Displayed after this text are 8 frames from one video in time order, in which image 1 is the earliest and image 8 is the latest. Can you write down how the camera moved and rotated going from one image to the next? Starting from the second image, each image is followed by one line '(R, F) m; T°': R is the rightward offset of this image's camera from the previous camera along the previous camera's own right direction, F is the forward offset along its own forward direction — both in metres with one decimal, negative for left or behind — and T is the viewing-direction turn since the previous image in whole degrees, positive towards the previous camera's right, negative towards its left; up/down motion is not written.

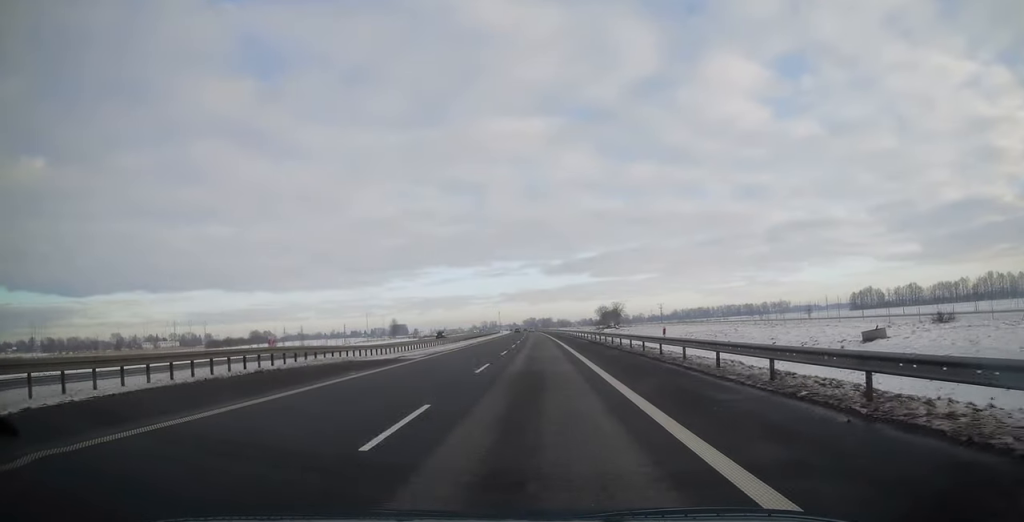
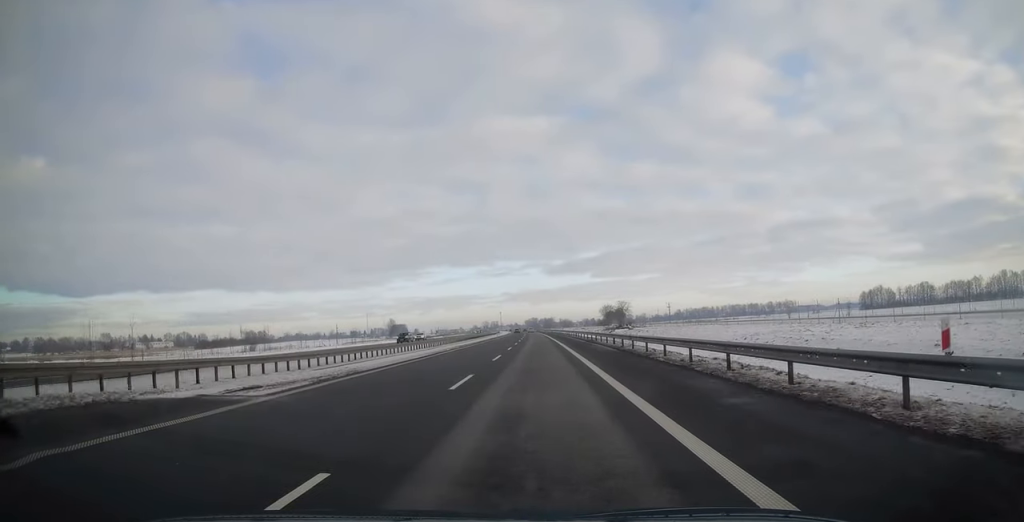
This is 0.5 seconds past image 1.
(0.0, +16.9) m; 0°
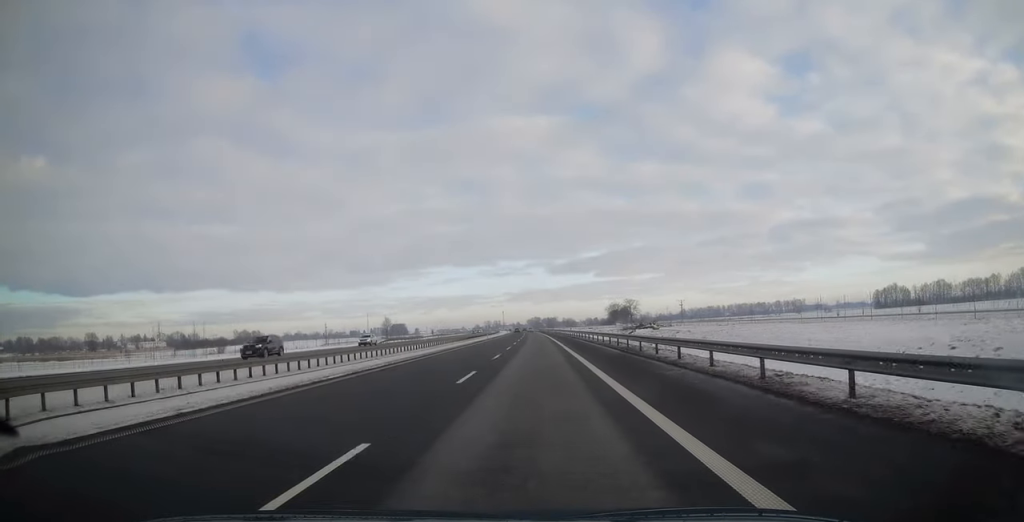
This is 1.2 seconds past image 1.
(+0.1, +22.4) m; -1°
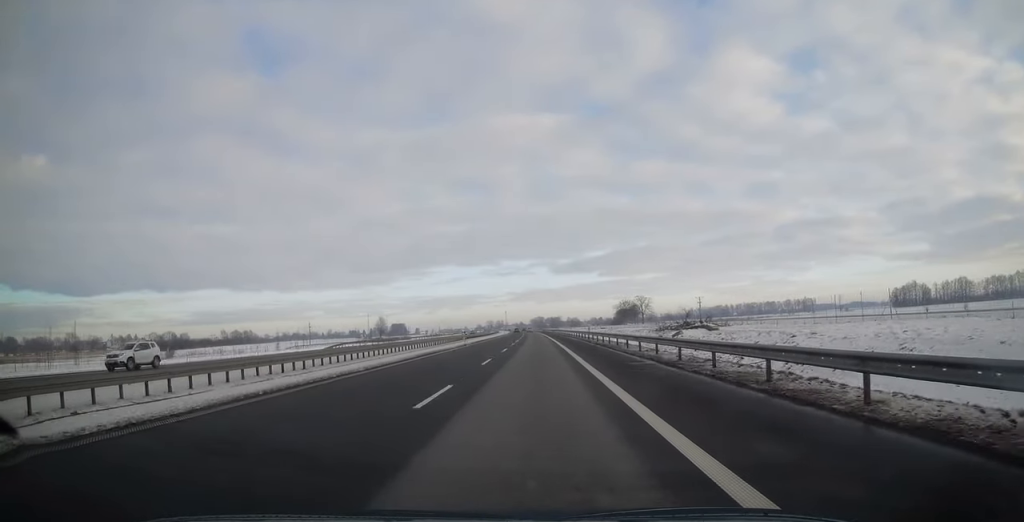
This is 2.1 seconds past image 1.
(-0.3, +28.4) m; 0°
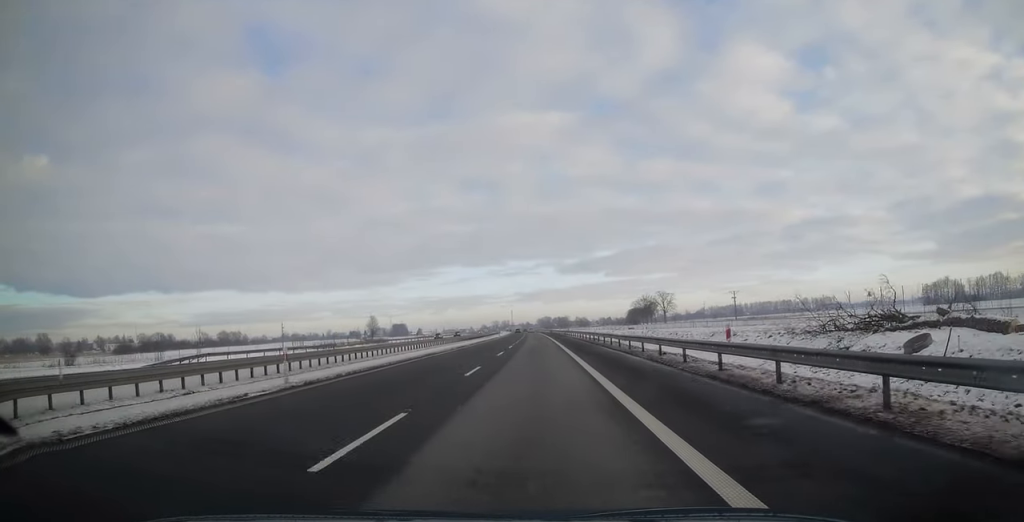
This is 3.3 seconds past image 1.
(+0.3, +40.5) m; 0°
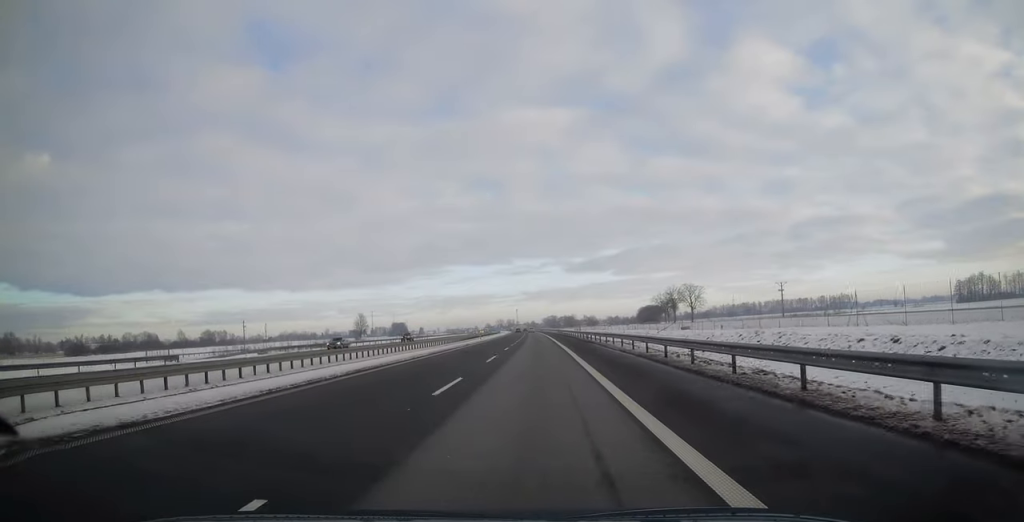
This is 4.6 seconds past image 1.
(-0.7, +41.0) m; -1°
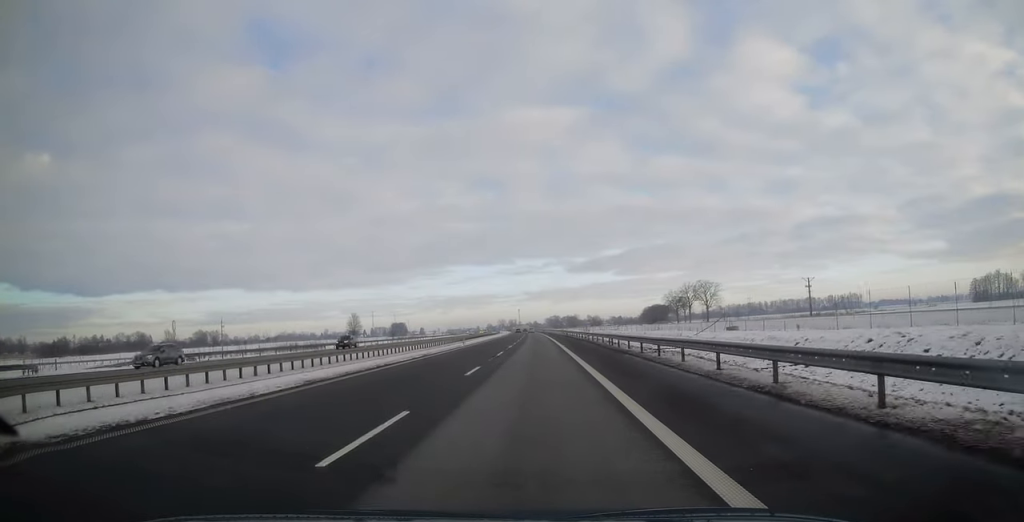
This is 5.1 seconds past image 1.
(-0.2, +18.6) m; 0°
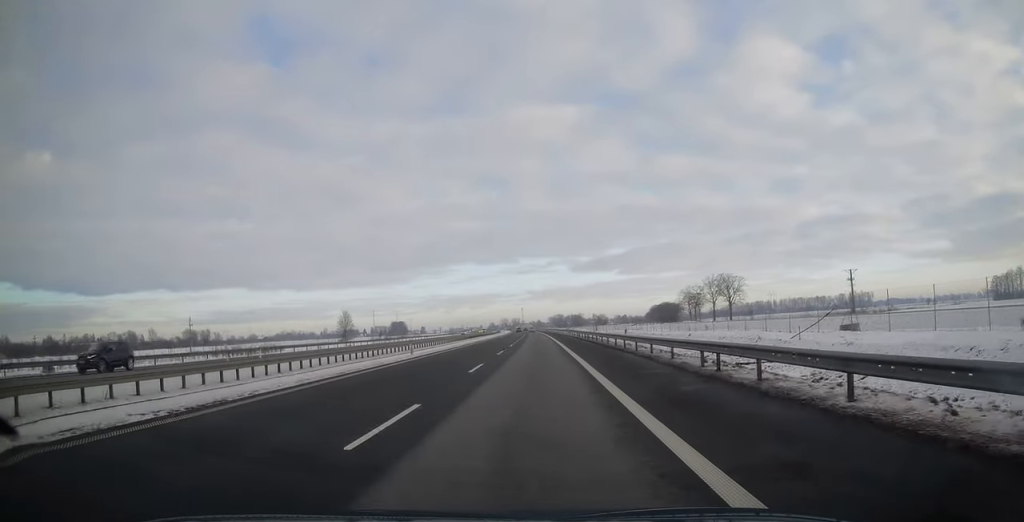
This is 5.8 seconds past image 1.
(+0.1, +22.9) m; 0°
